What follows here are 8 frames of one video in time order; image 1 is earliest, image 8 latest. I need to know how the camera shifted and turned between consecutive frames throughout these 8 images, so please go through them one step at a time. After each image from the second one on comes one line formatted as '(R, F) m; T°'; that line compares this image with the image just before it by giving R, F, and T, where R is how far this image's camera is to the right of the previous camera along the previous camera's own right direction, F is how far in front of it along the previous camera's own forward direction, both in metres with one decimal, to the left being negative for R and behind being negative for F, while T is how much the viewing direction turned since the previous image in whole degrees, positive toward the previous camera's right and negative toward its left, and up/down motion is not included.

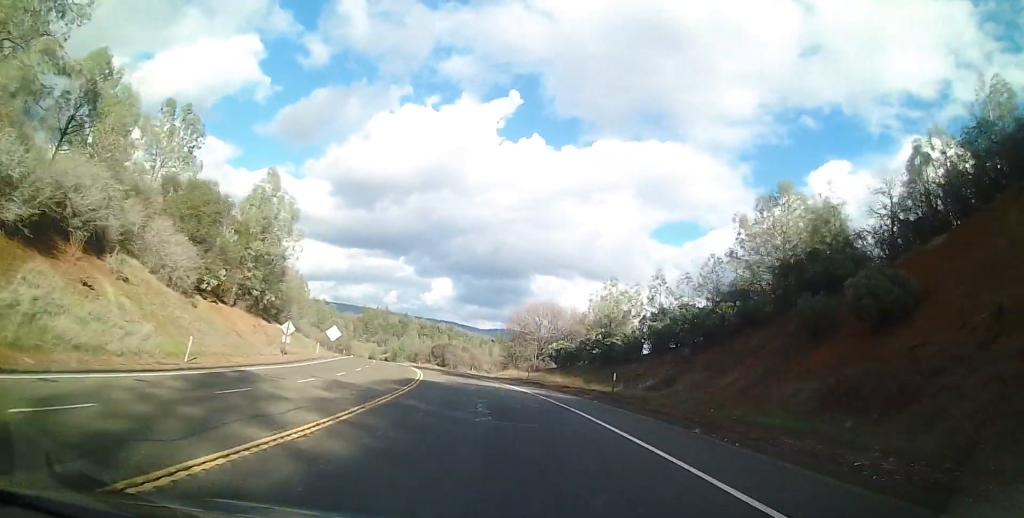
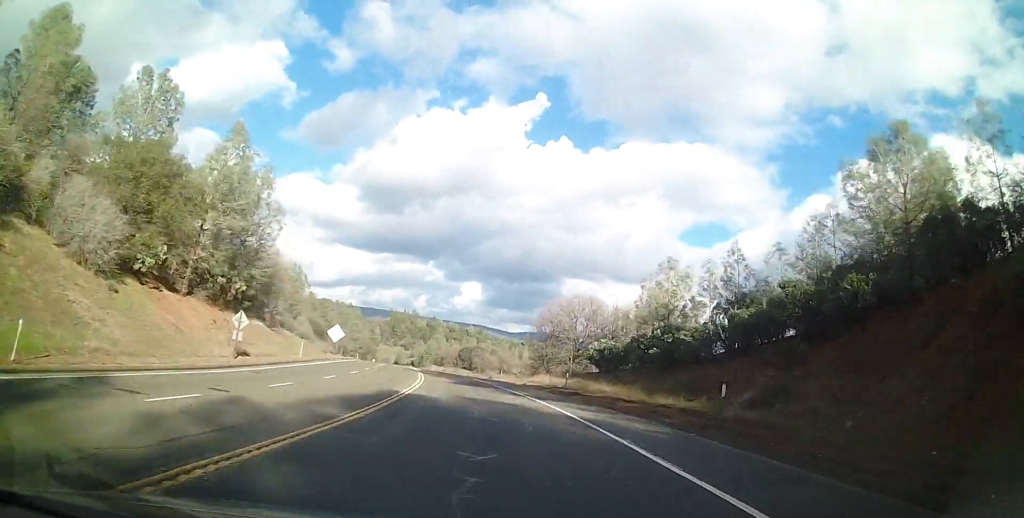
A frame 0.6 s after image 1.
(-0.7, +11.6) m; +1°
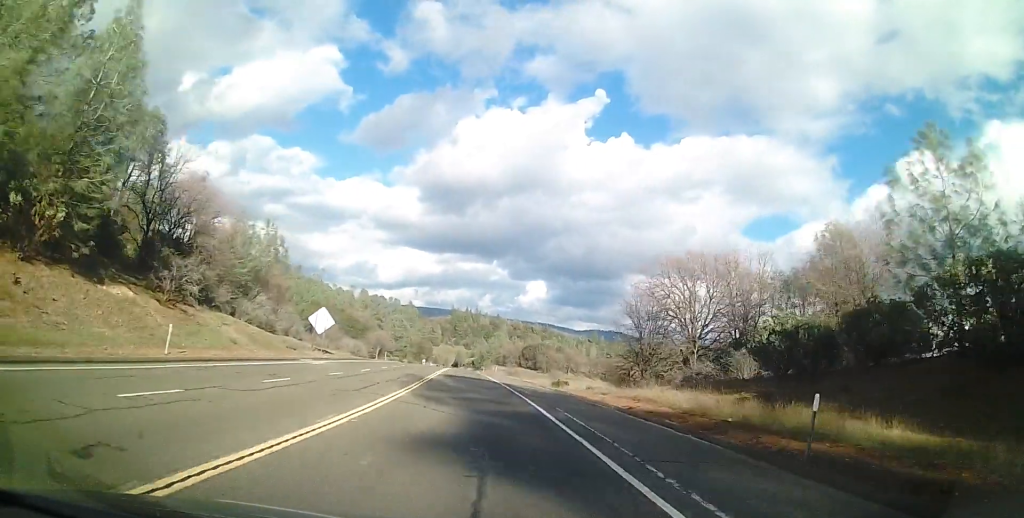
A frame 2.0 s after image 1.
(+0.5, +25.4) m; -16°
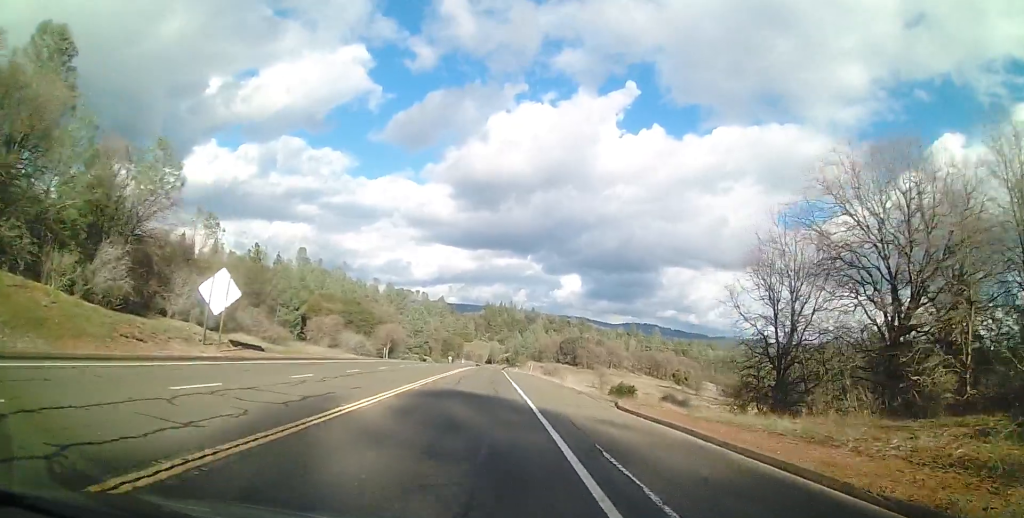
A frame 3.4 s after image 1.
(-7.9, +21.5) m; -18°
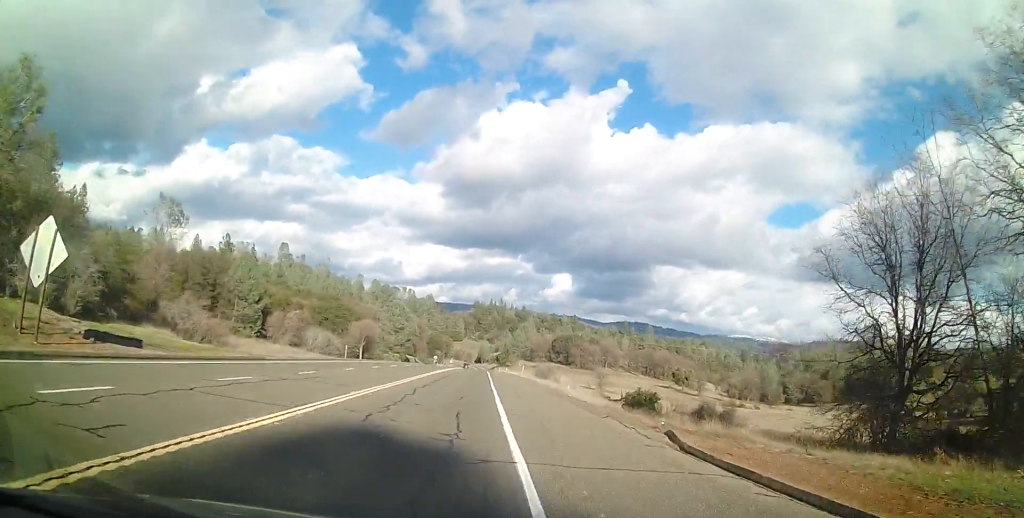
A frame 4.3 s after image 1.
(+0.5, +13.1) m; +8°
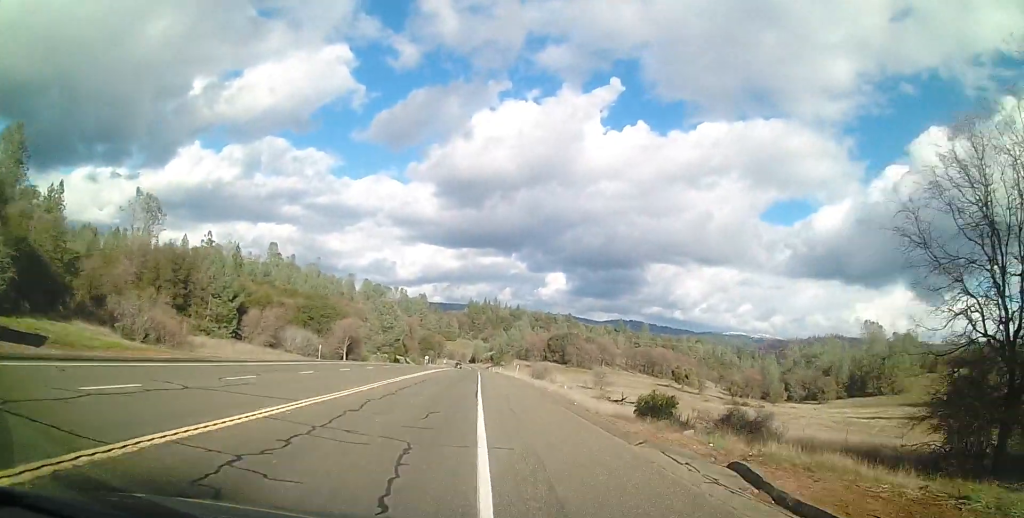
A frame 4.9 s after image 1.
(+0.4, +6.9) m; +6°
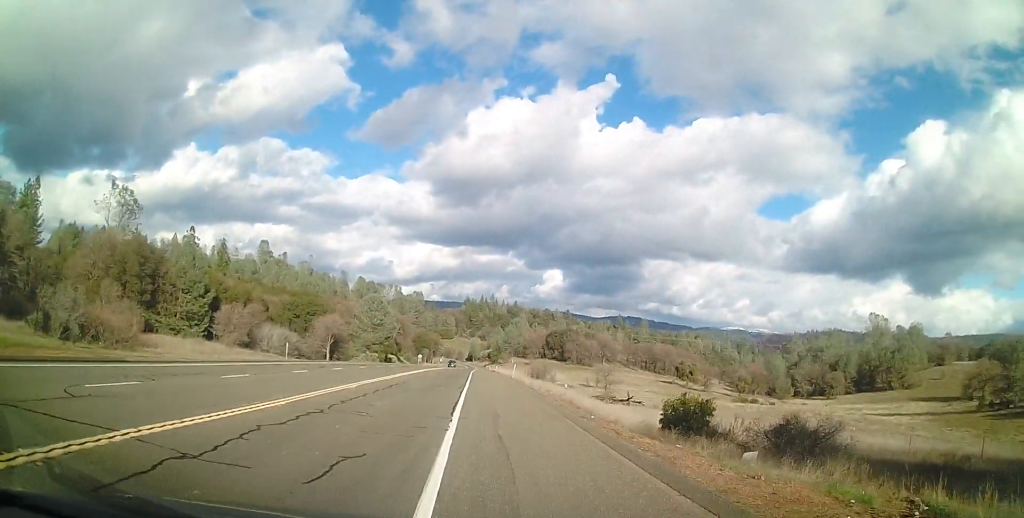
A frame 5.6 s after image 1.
(+0.5, +7.5) m; +2°
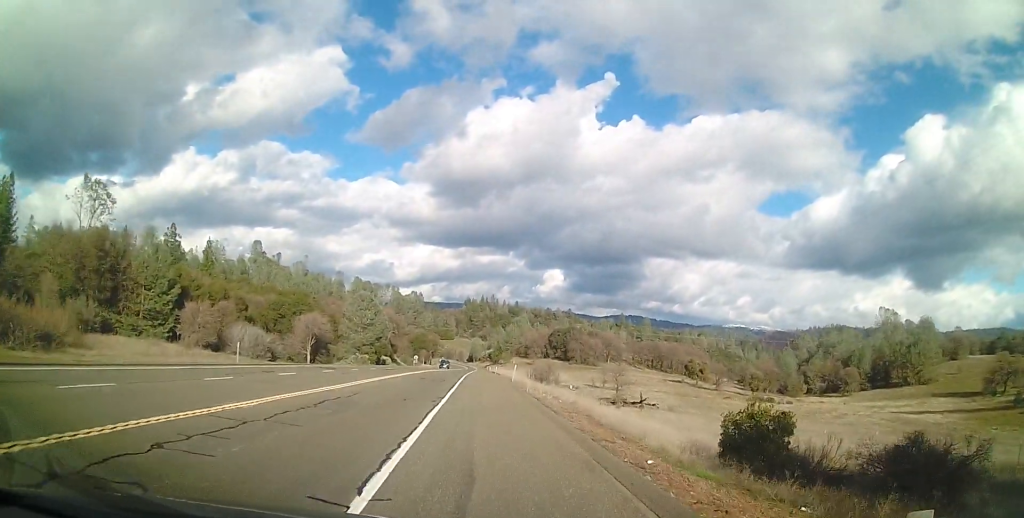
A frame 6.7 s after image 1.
(+0.1, +9.1) m; 0°
